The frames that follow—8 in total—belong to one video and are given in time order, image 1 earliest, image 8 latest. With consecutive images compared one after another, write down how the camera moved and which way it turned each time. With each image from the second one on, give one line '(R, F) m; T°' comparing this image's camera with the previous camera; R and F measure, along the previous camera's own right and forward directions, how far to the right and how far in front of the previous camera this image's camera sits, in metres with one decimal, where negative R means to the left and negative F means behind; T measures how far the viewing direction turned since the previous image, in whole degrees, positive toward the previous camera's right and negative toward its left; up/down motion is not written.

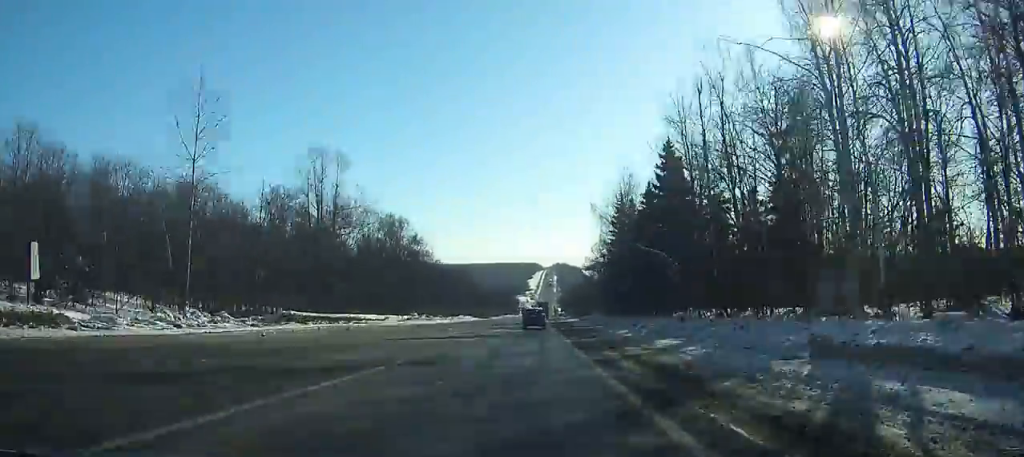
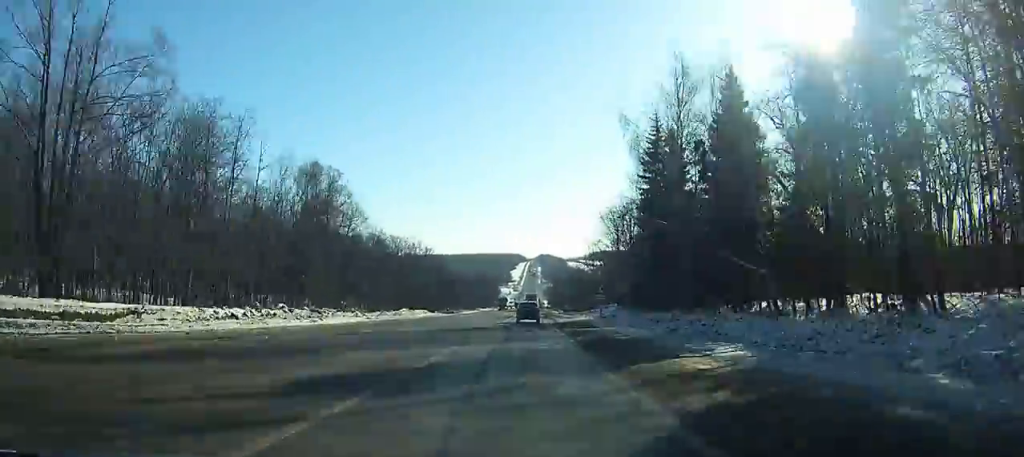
(0.0, +36.3) m; +1°
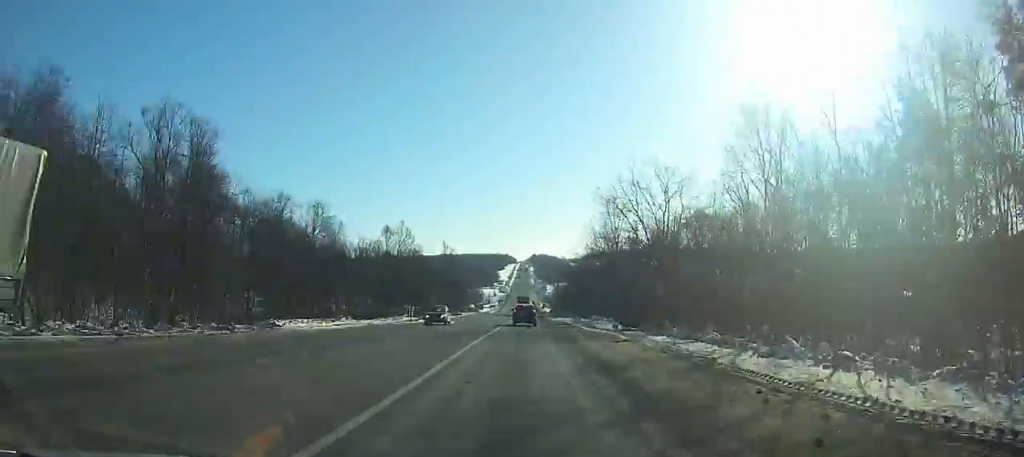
(+3.0, +125.7) m; +2°
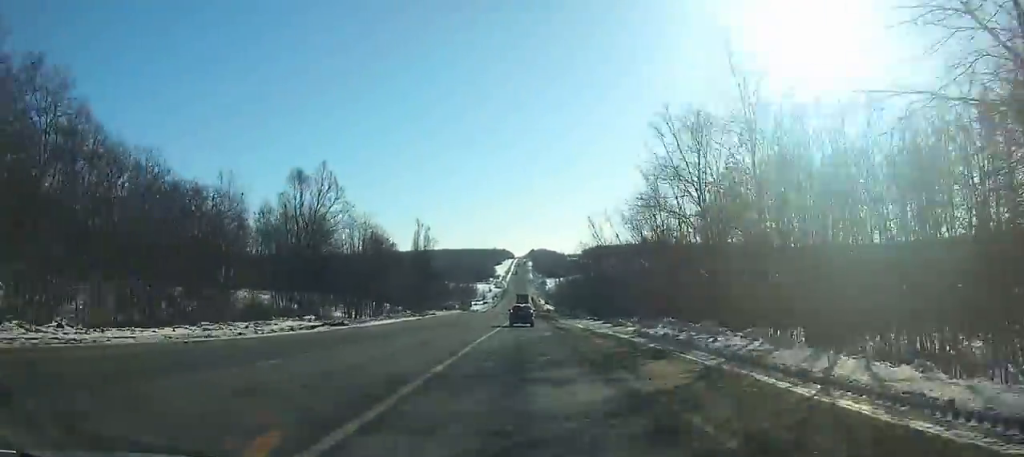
(0.0, +35.0) m; 0°
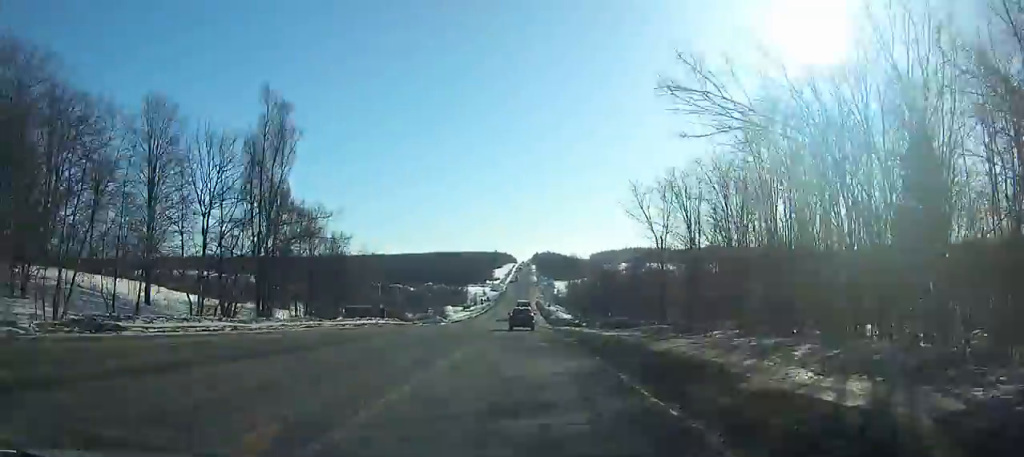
(+0.2, +73.2) m; 0°
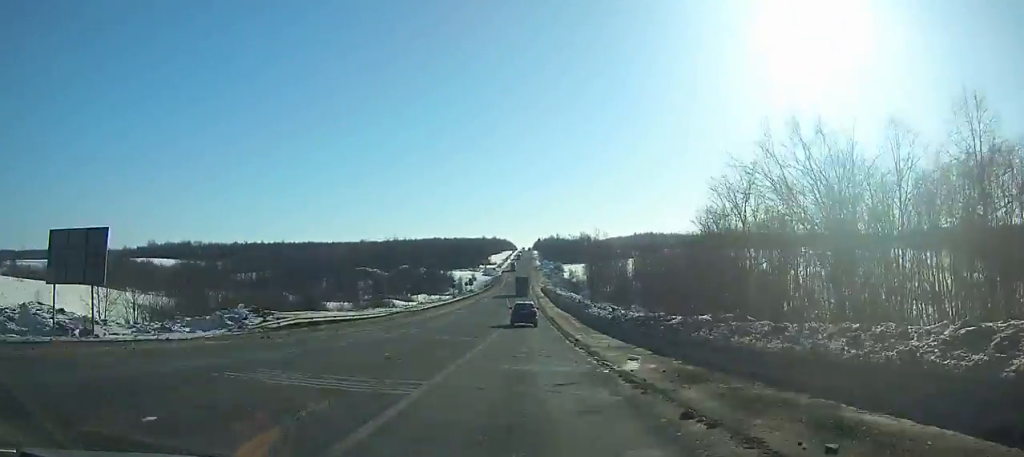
(-0.1, +68.9) m; 0°
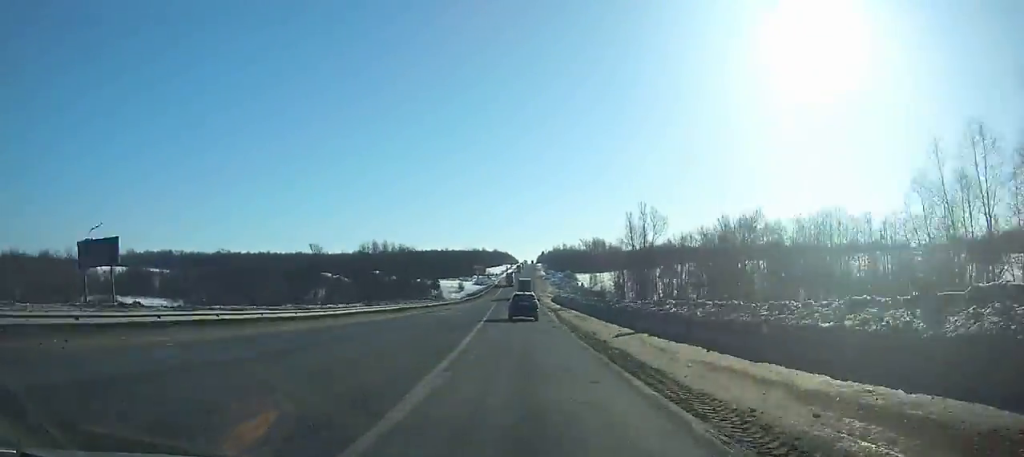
(-0.2, +54.0) m; 0°
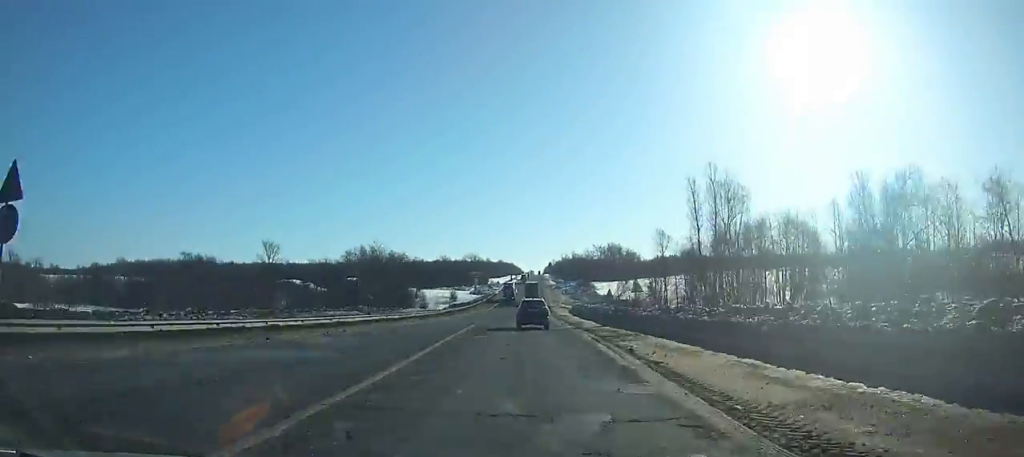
(0.0, +33.4) m; 0°
